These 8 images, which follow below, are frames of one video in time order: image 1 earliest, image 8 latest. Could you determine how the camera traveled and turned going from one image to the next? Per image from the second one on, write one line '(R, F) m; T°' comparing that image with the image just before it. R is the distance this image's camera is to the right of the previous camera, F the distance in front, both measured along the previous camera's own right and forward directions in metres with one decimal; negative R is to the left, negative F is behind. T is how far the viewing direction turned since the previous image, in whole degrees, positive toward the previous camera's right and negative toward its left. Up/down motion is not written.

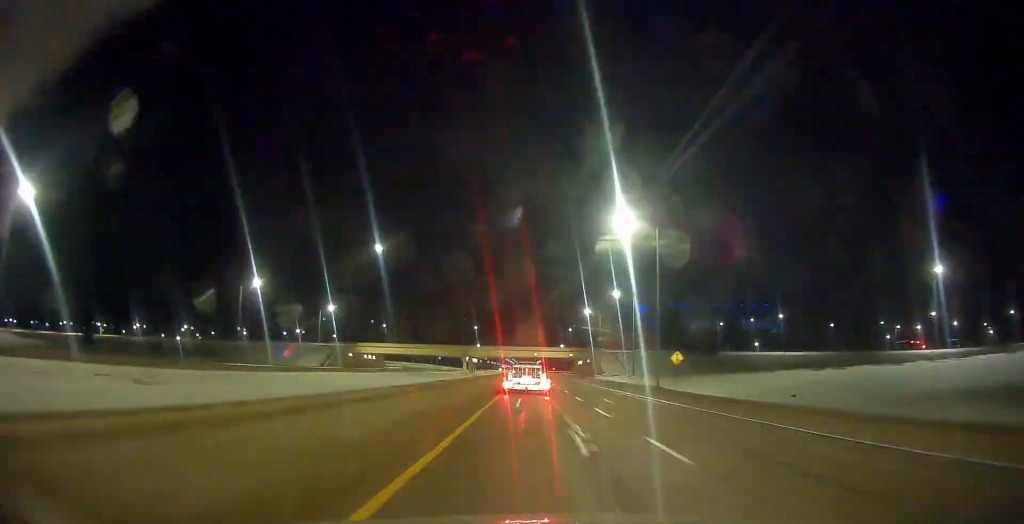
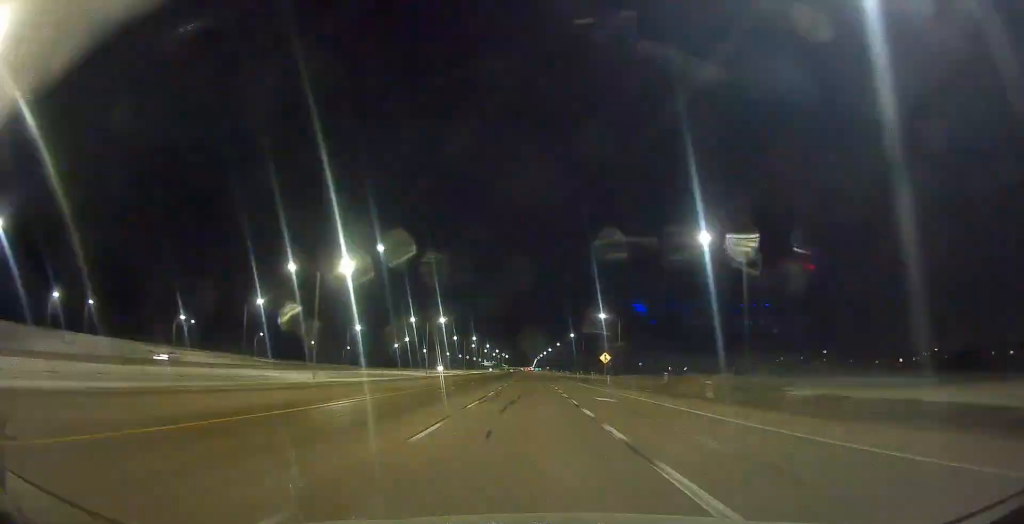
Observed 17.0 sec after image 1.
(-2.6, +505.3) m; -1°
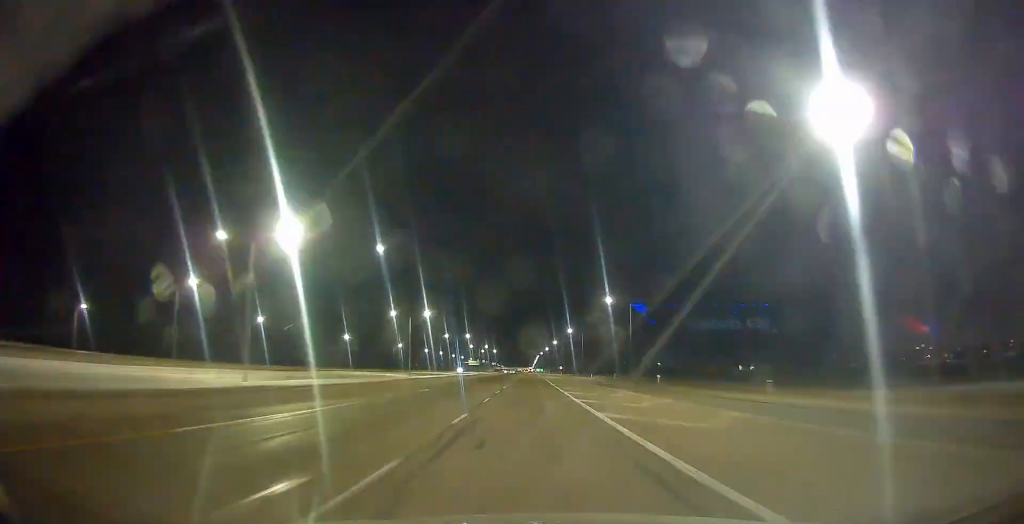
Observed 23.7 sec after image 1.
(+0.3, +198.2) m; 0°
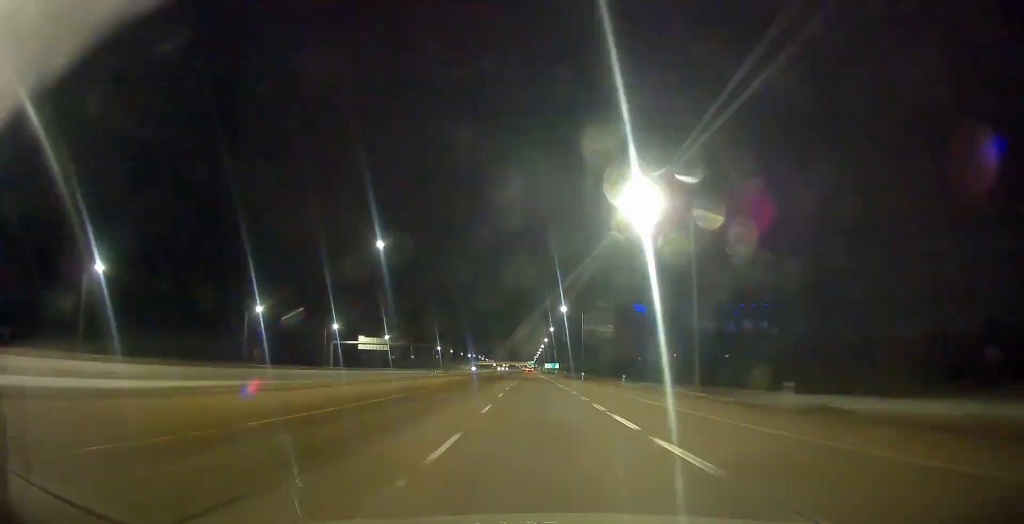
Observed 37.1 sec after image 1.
(-0.2, +396.9) m; 0°
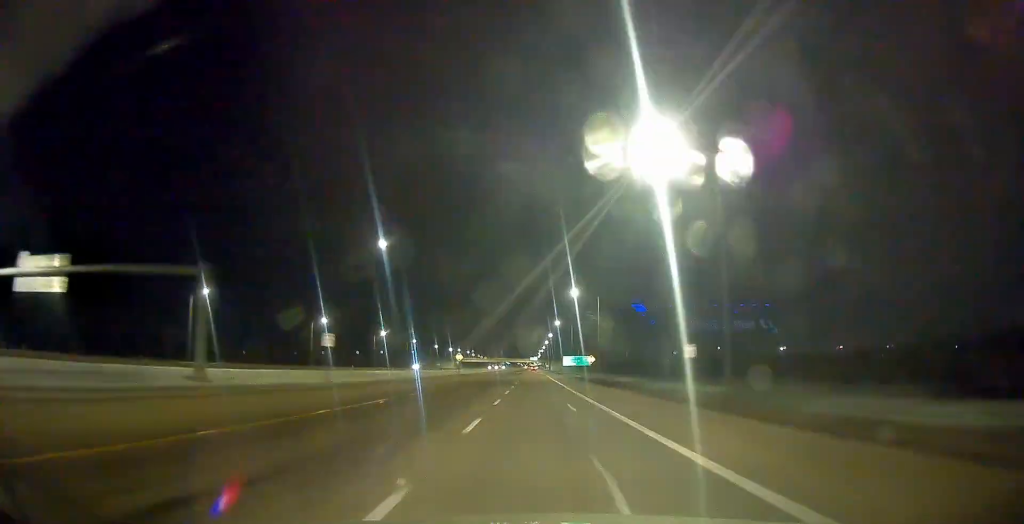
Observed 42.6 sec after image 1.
(+0.2, +162.0) m; 0°
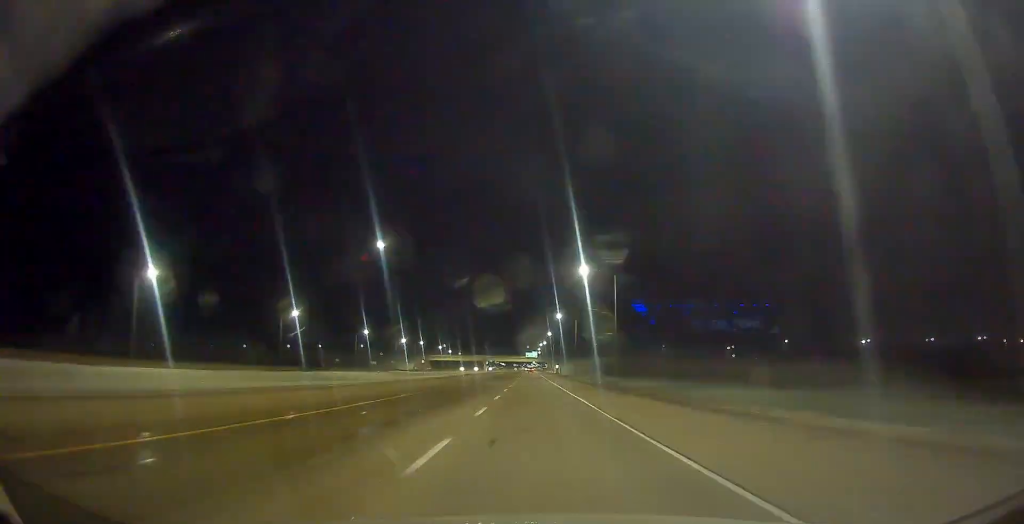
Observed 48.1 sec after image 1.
(0.0, +176.0) m; 0°
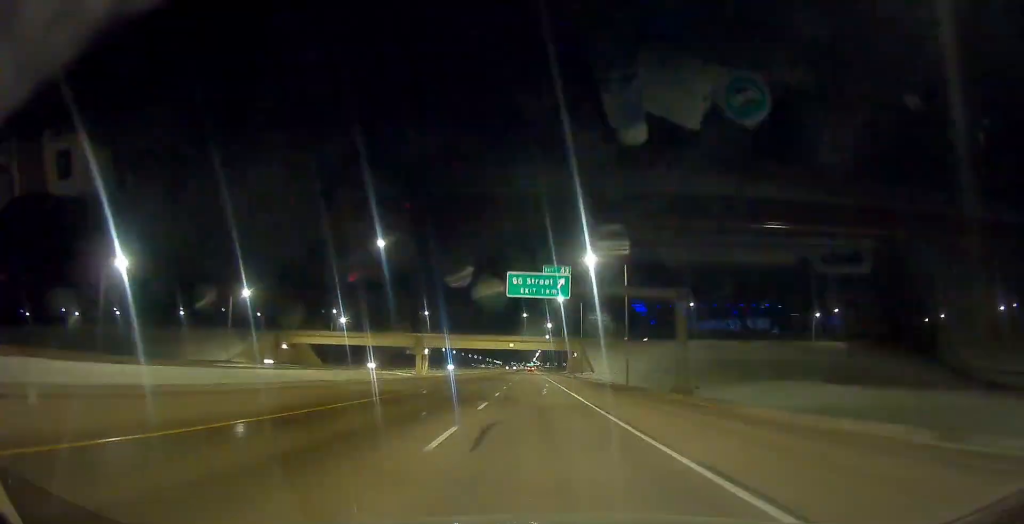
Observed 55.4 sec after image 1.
(0.0, +232.3) m; 0°
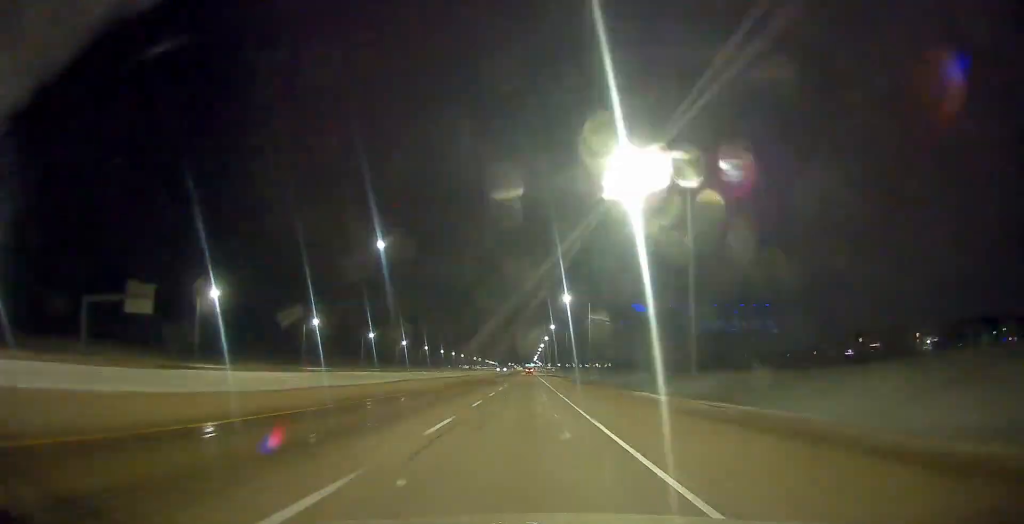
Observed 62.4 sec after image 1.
(0.0, +206.4) m; 0°
